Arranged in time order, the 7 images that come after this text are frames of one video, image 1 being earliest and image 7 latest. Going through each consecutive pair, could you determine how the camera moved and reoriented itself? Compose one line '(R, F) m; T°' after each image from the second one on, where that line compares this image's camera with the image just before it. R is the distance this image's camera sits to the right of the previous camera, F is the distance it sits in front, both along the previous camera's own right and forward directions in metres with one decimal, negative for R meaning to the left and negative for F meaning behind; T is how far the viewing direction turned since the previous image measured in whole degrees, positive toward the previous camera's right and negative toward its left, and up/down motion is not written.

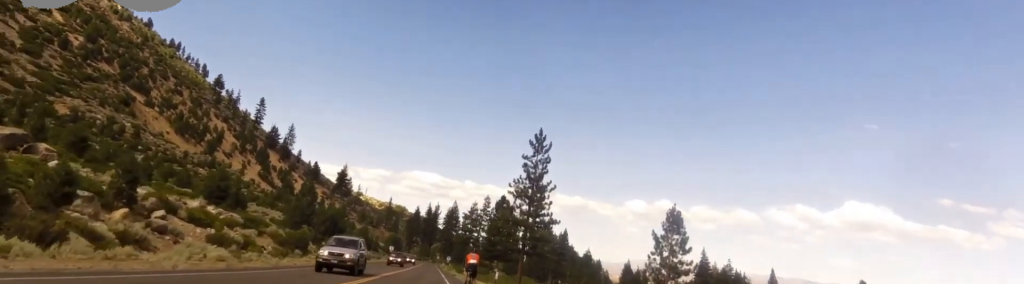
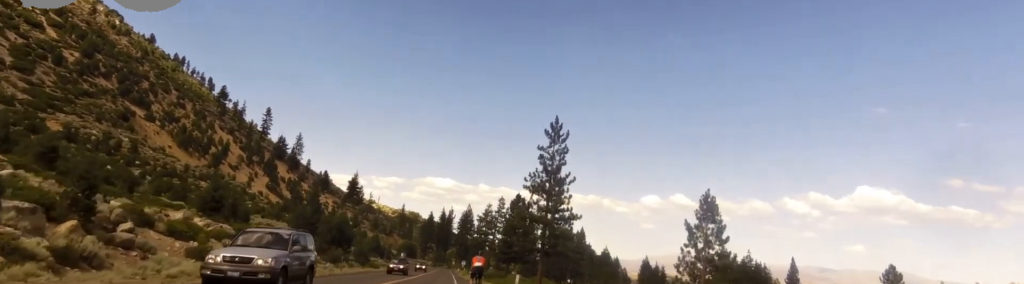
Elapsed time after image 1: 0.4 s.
(+0.5, +5.8) m; -1°
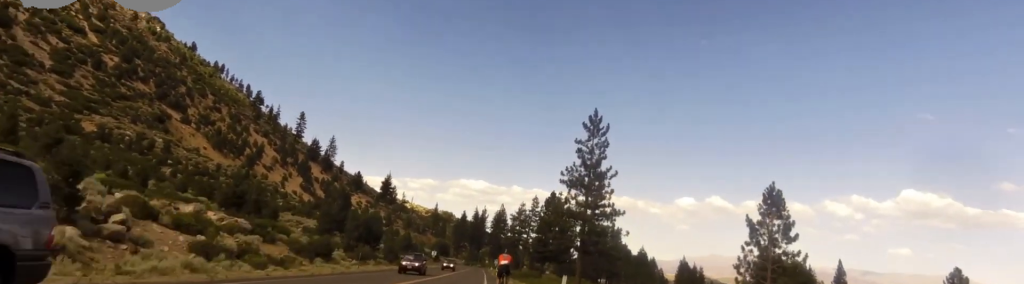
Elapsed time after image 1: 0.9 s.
(-0.6, +5.6) m; -1°
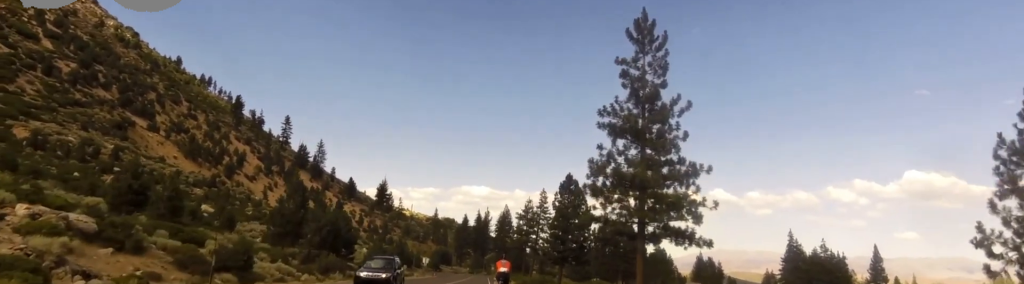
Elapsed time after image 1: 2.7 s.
(-0.3, +23.7) m; +1°
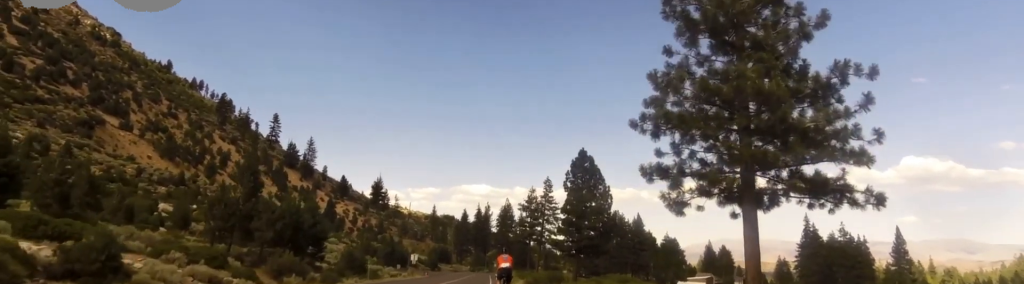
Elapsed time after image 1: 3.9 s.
(0.0, +16.7) m; 0°
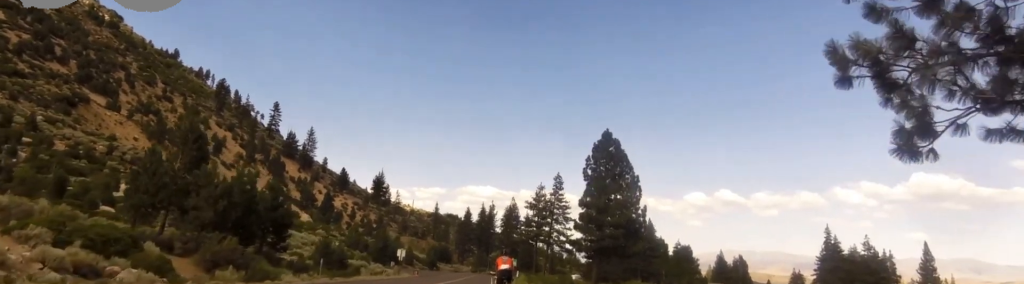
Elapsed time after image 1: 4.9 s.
(0.0, +14.3) m; -2°
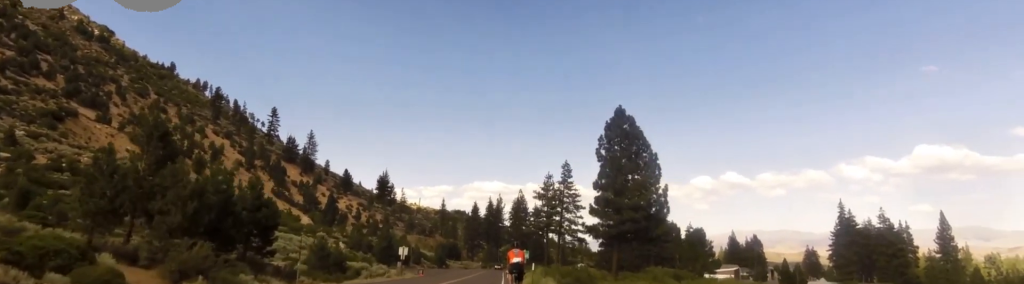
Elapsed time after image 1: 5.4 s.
(+0.2, +6.0) m; -2°
